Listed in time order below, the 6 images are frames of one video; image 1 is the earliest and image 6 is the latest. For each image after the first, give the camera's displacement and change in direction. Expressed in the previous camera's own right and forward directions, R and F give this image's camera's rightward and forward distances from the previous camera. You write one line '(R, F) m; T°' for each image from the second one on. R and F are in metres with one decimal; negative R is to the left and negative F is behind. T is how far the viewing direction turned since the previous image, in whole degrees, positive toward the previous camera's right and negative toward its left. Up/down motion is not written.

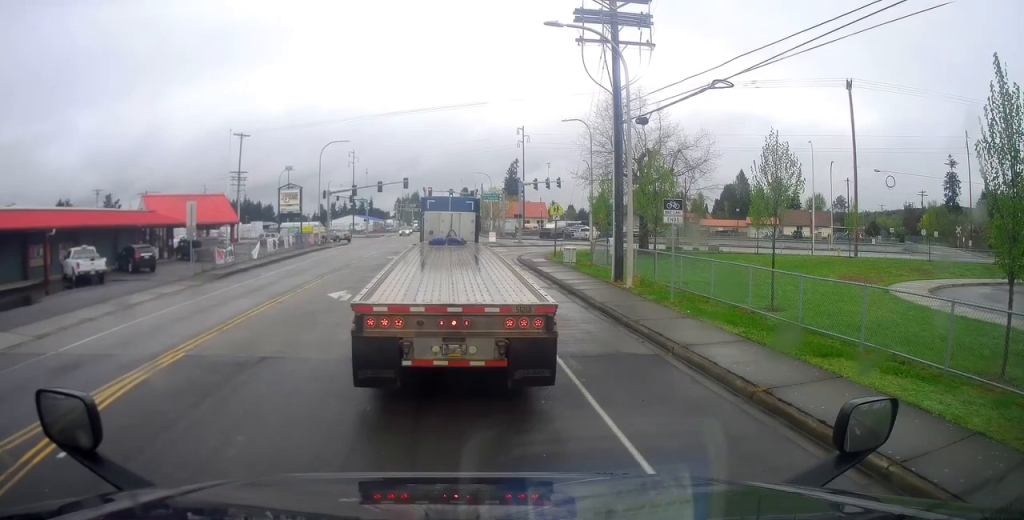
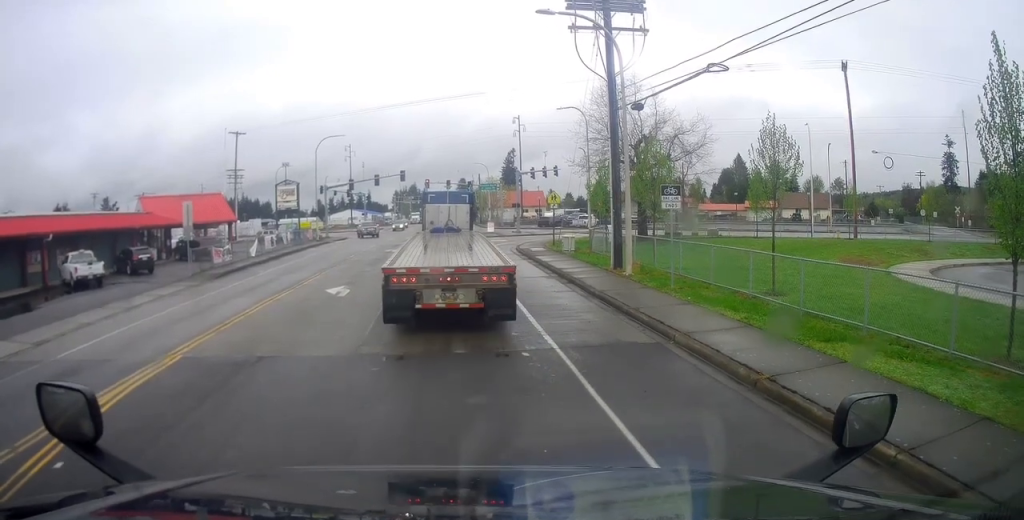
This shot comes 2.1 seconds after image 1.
(0.0, +0.7) m; 0°
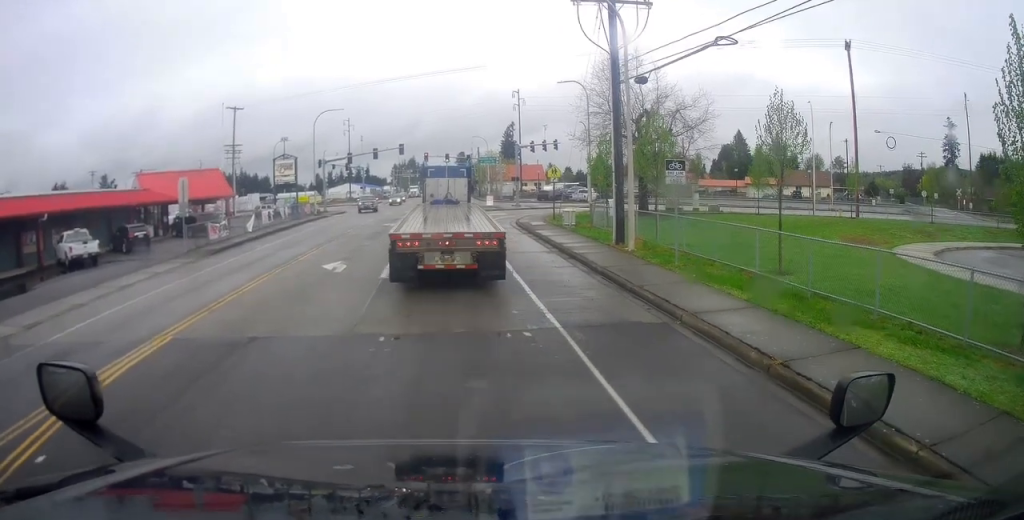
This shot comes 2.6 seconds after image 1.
(0.0, +0.2) m; 0°
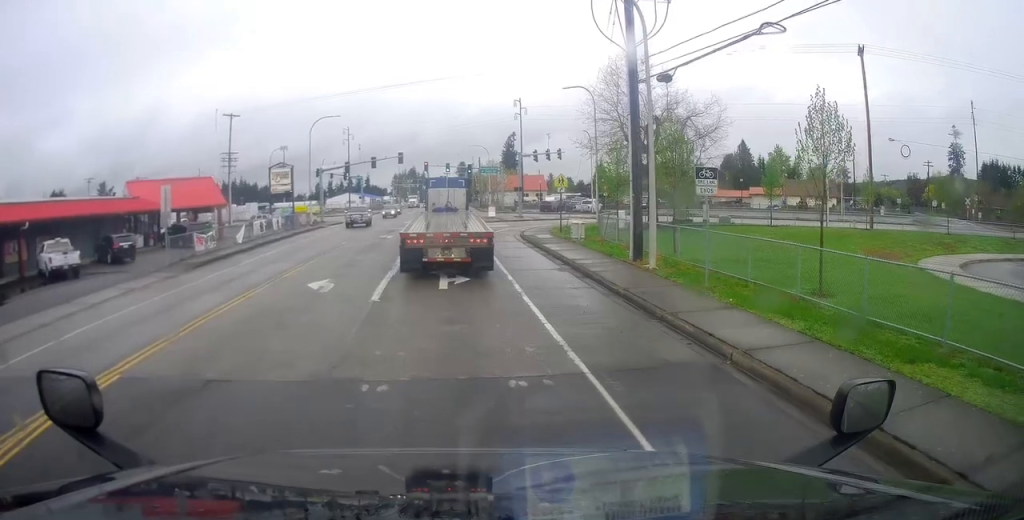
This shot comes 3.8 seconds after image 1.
(-0.1, +0.9) m; -3°
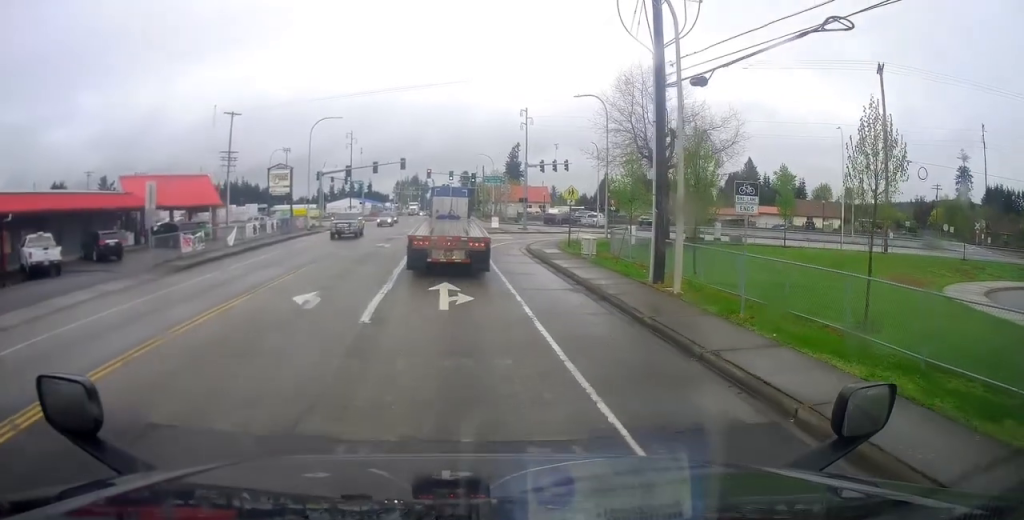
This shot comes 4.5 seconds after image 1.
(-0.1, +1.2) m; -5°
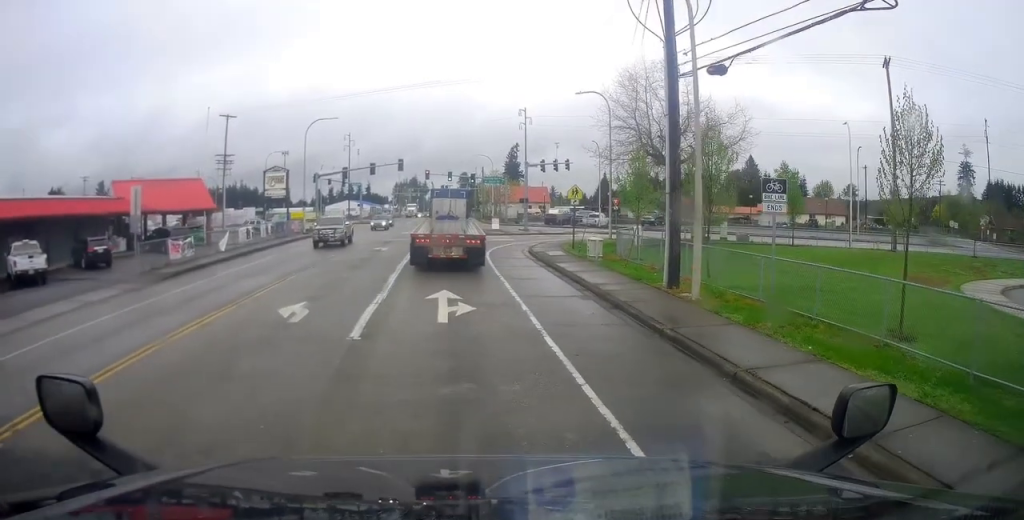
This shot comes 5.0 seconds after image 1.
(-0.1, +1.1) m; +4°
